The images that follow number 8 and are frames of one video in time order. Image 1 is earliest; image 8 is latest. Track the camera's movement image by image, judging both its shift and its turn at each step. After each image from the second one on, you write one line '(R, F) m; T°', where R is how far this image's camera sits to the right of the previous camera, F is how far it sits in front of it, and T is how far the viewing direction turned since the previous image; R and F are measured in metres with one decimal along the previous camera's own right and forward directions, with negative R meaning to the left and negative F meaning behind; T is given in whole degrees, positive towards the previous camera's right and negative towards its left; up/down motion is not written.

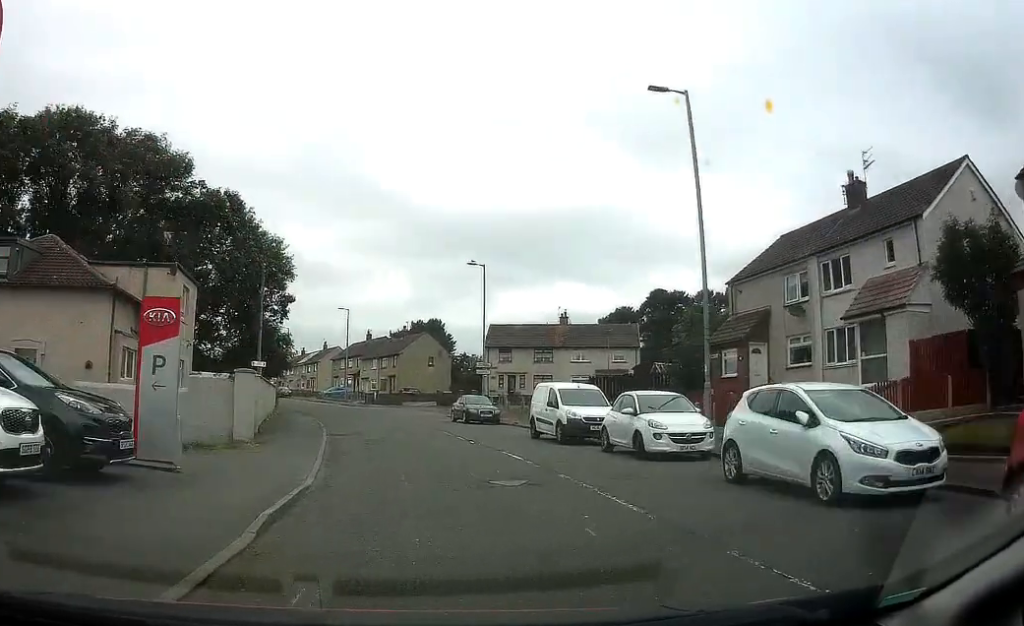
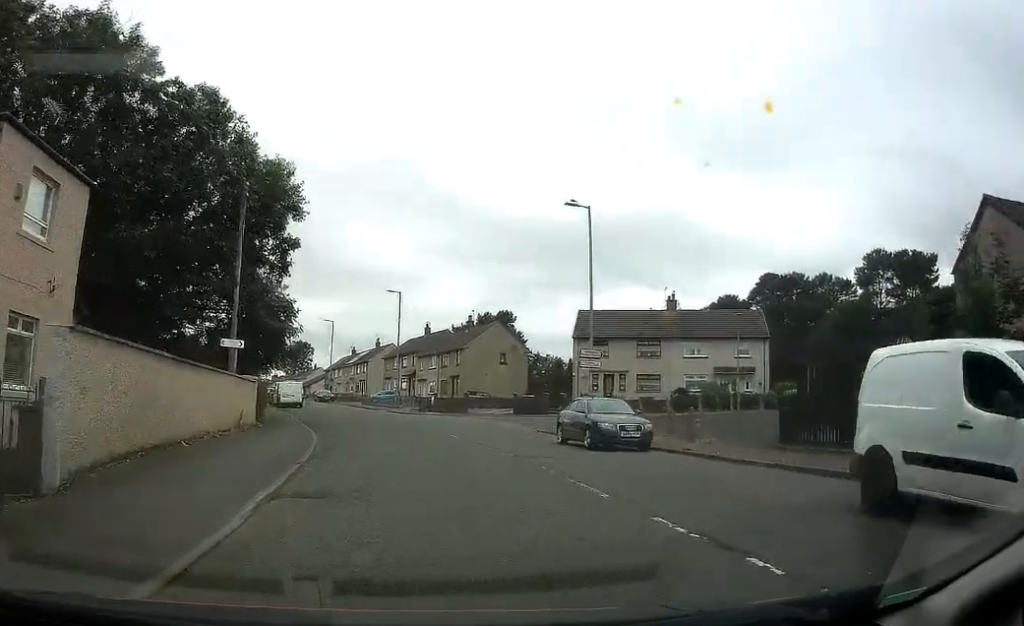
(-1.1, +15.9) m; -8°
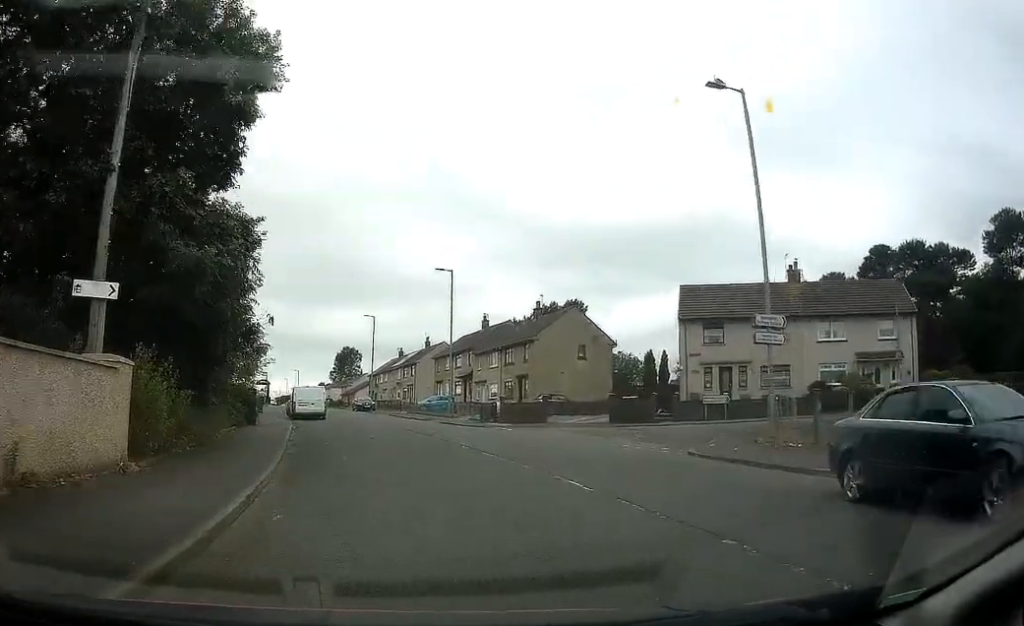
(-0.6, +13.1) m; -3°
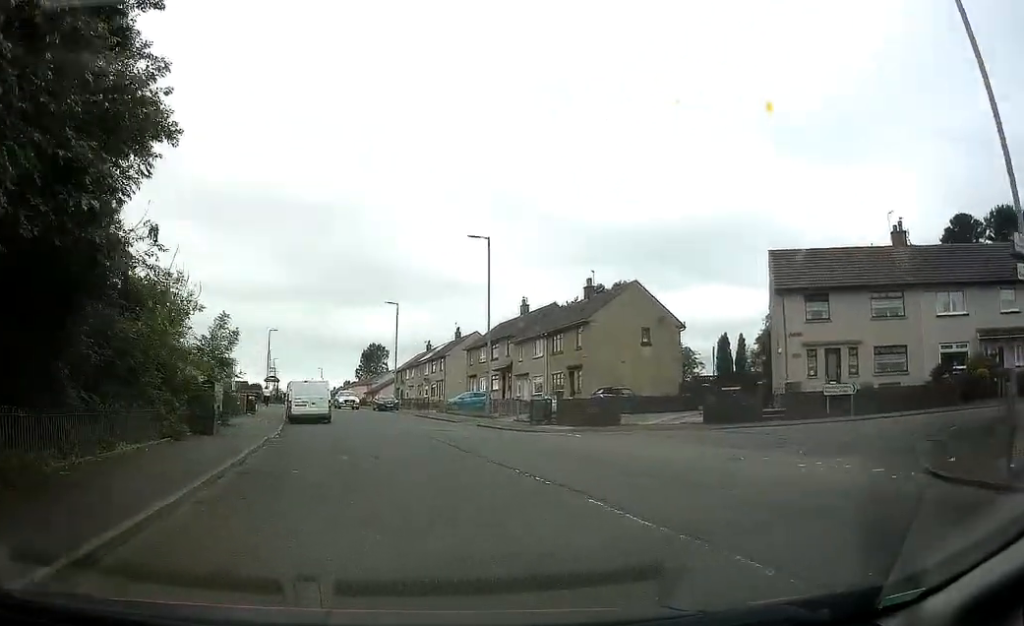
(0.0, +9.5) m; -1°
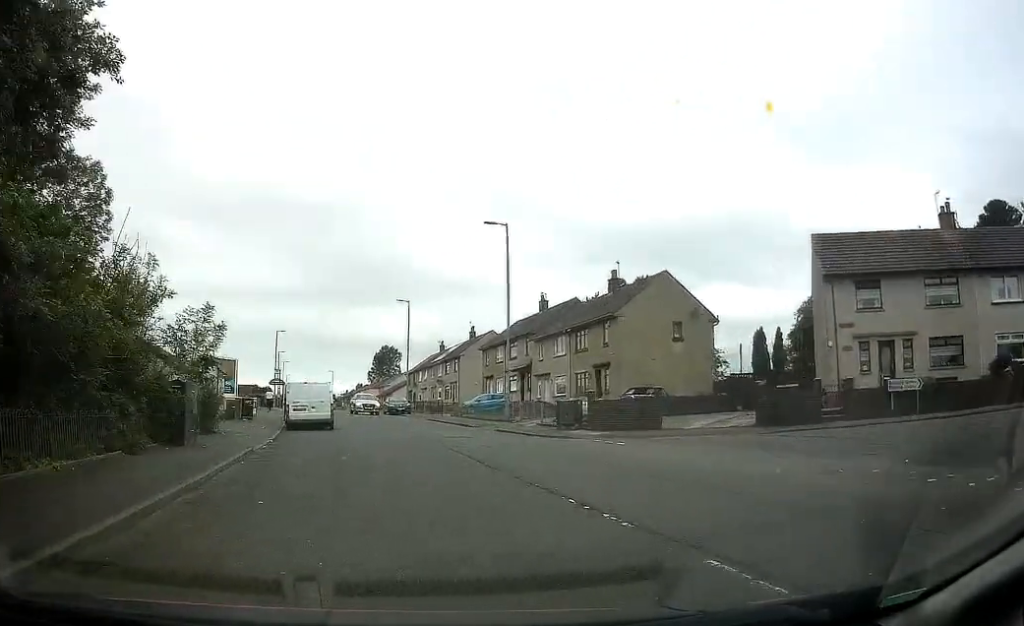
(+0.1, +3.6) m; -1°
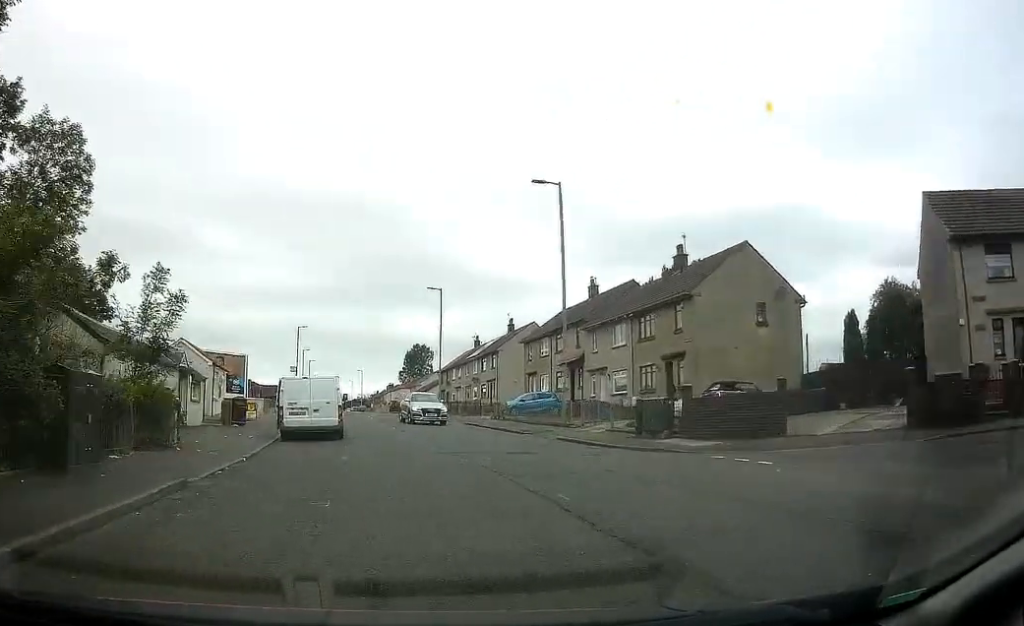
(-0.2, +6.9) m; -4°
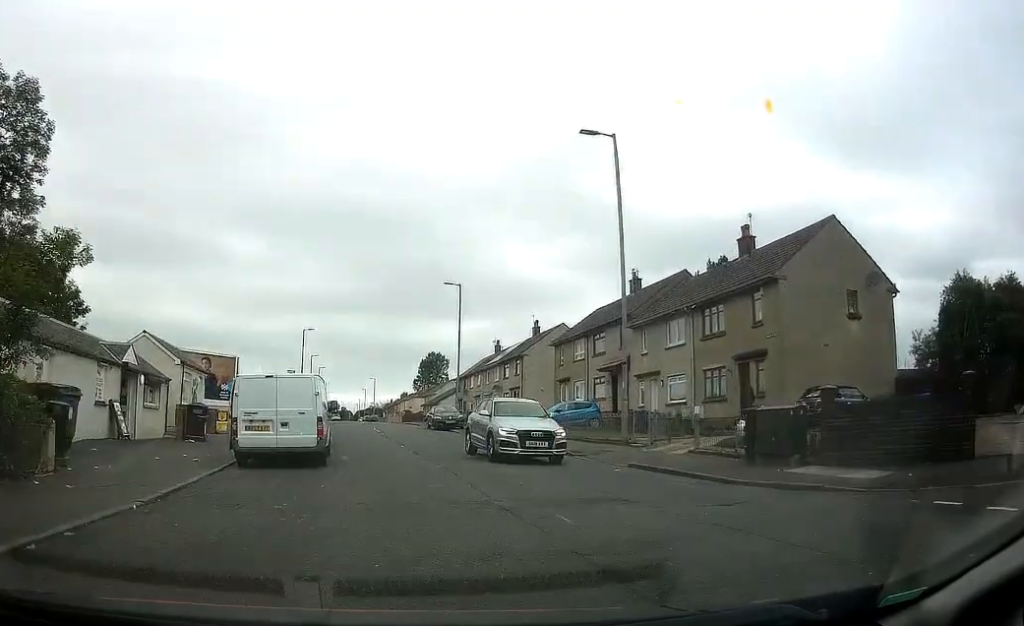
(-0.3, +7.1) m; -2°
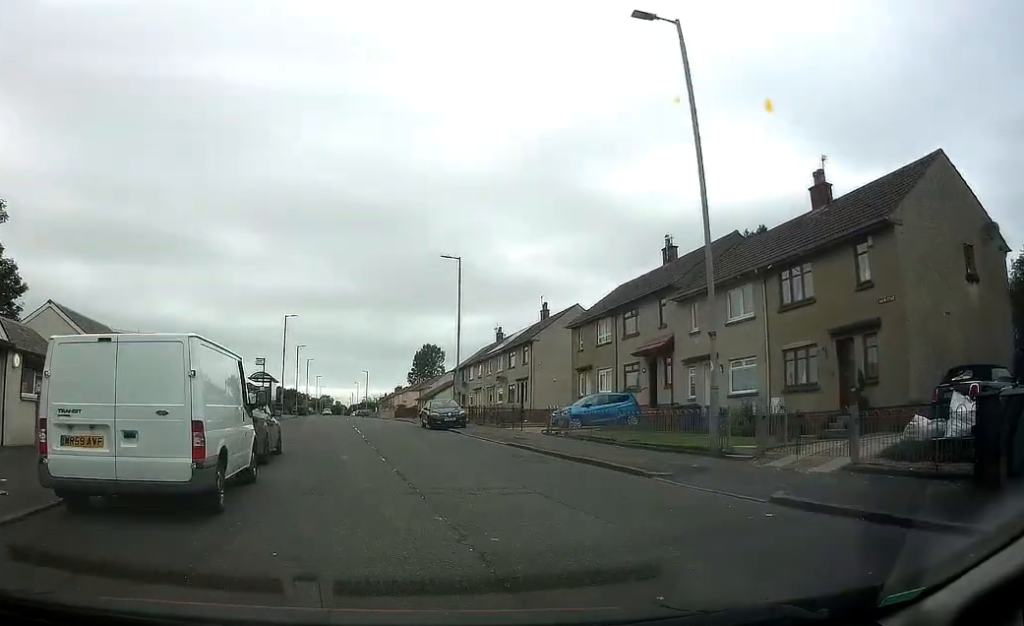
(0.0, +8.0) m; +1°
